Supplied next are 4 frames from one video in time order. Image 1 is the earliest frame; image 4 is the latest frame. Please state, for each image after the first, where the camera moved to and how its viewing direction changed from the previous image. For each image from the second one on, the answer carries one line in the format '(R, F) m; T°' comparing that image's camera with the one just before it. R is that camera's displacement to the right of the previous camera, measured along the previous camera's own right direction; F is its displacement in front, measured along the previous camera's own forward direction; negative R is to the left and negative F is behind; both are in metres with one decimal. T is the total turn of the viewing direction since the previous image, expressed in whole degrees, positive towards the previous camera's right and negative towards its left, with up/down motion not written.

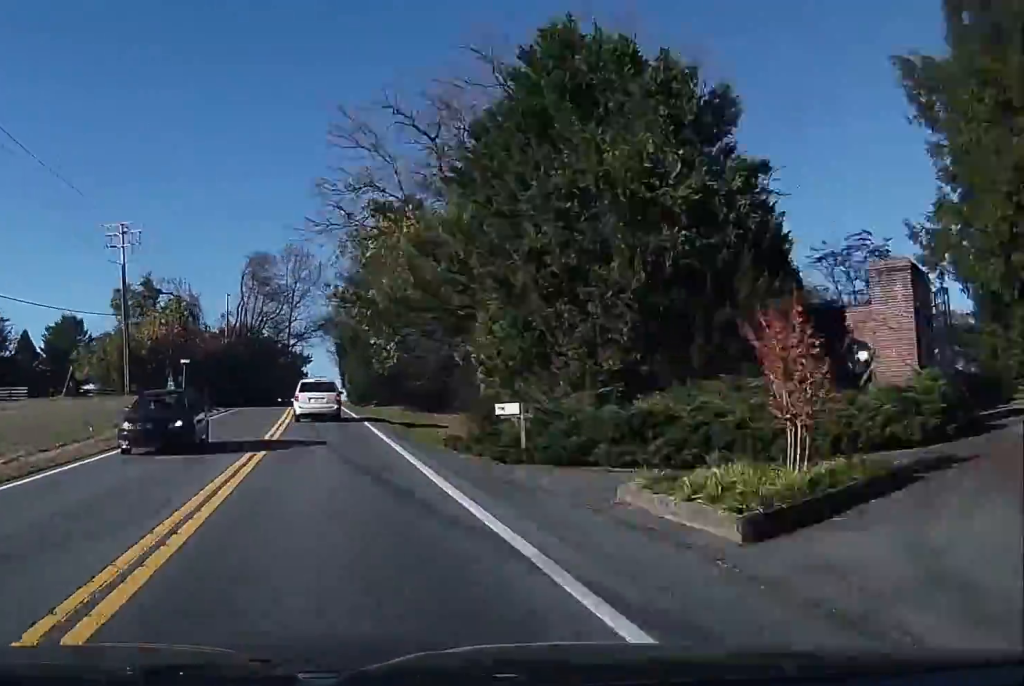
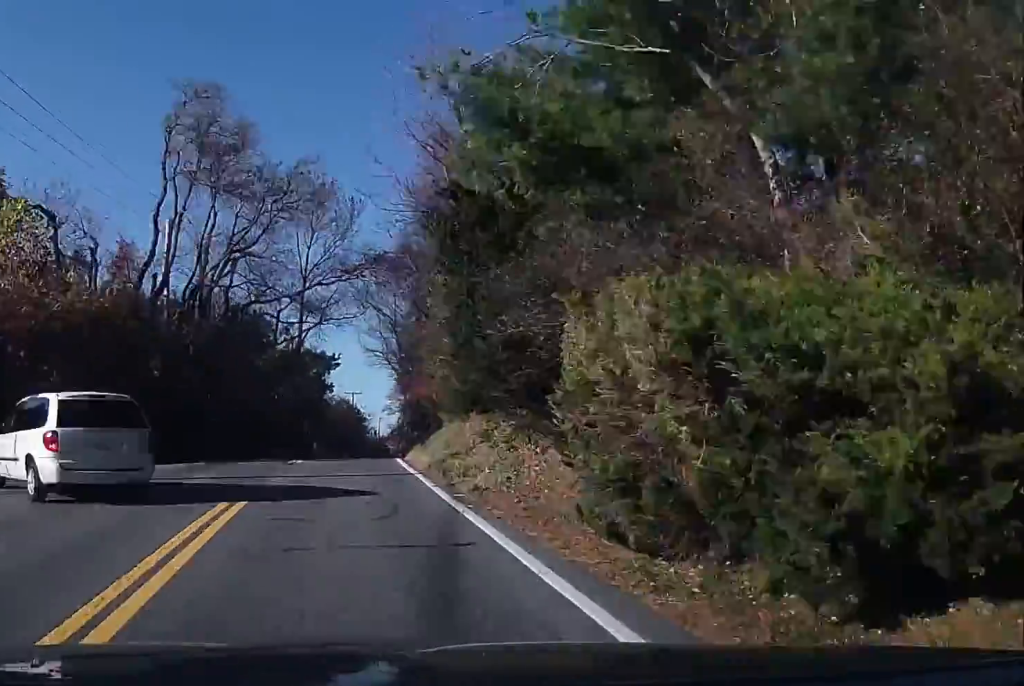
(-1.2, +64.0) m; 0°
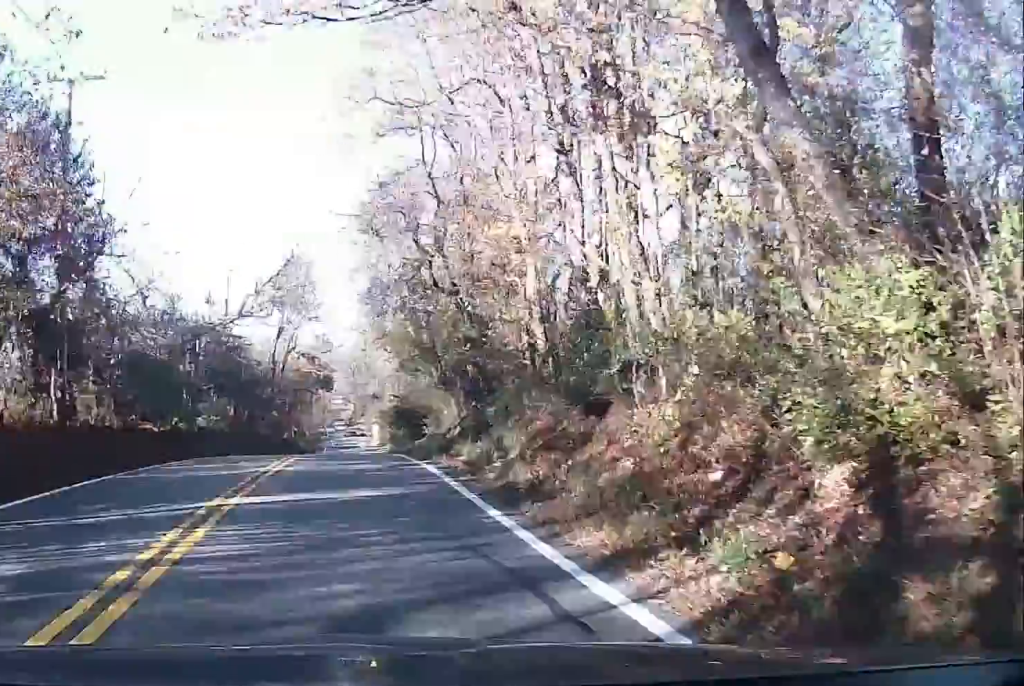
(+5.1, +106.9) m; +6°
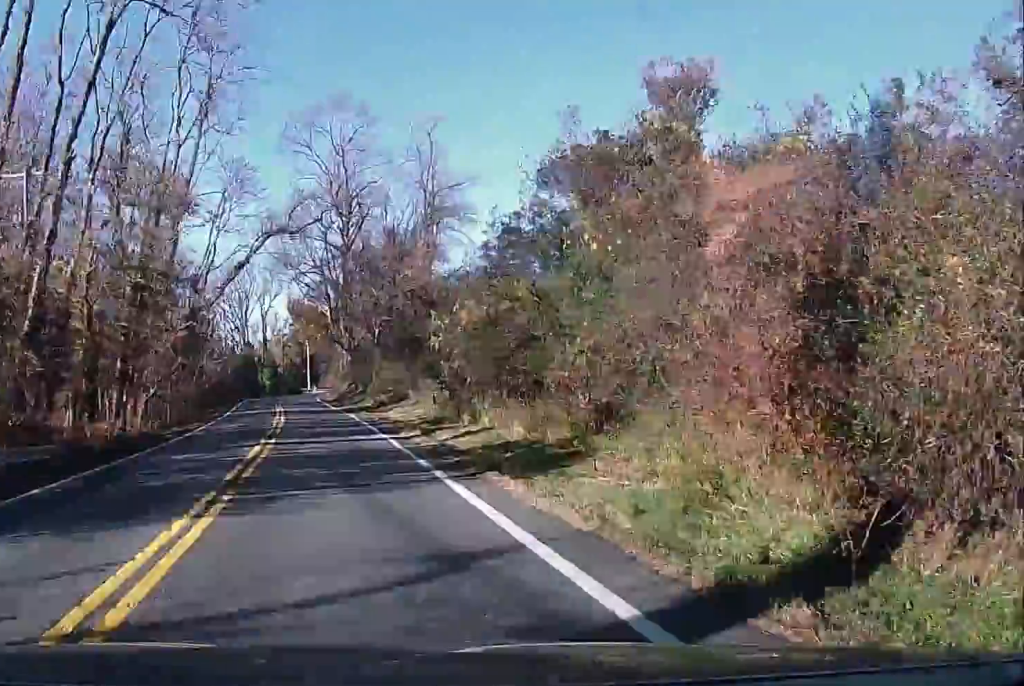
(+0.6, +159.5) m; -3°
